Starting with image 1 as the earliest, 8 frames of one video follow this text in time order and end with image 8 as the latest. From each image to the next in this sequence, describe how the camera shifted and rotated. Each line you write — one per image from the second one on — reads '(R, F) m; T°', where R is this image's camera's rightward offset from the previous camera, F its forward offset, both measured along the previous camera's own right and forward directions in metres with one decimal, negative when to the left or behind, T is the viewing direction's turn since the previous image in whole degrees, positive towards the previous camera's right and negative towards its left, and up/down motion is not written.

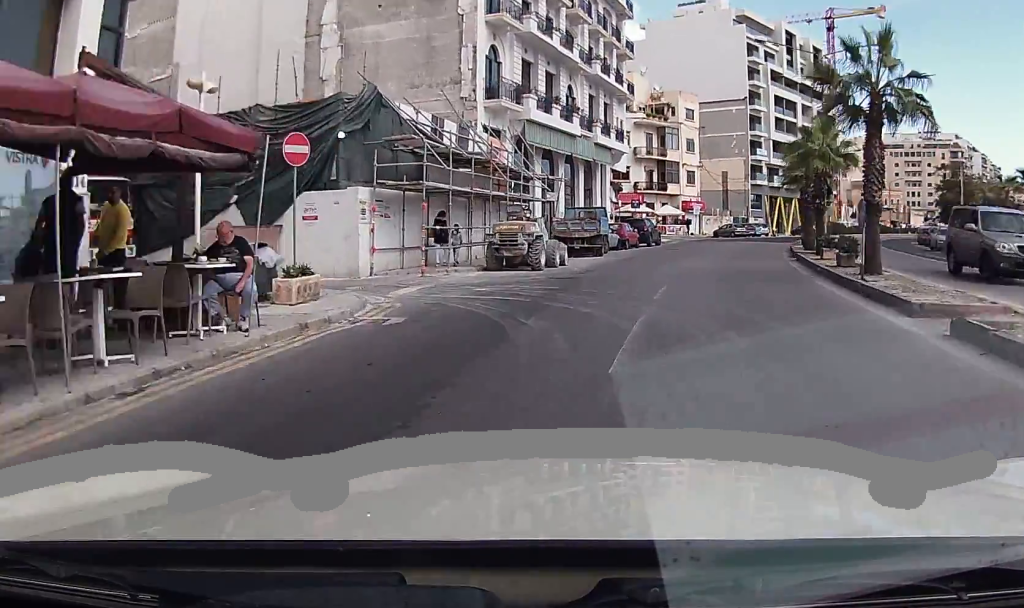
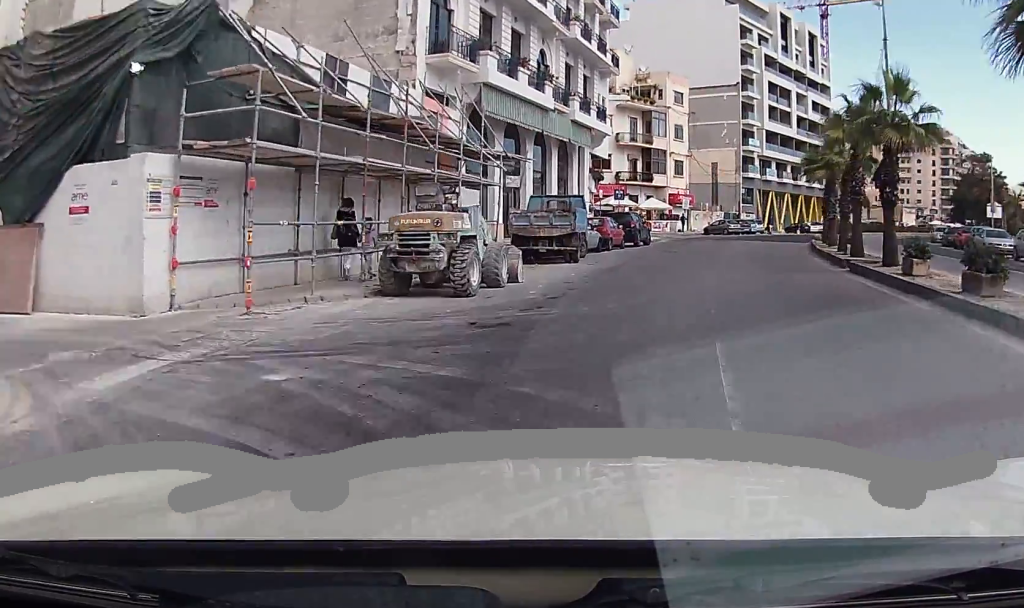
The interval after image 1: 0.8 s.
(-0.1, +8.5) m; 0°
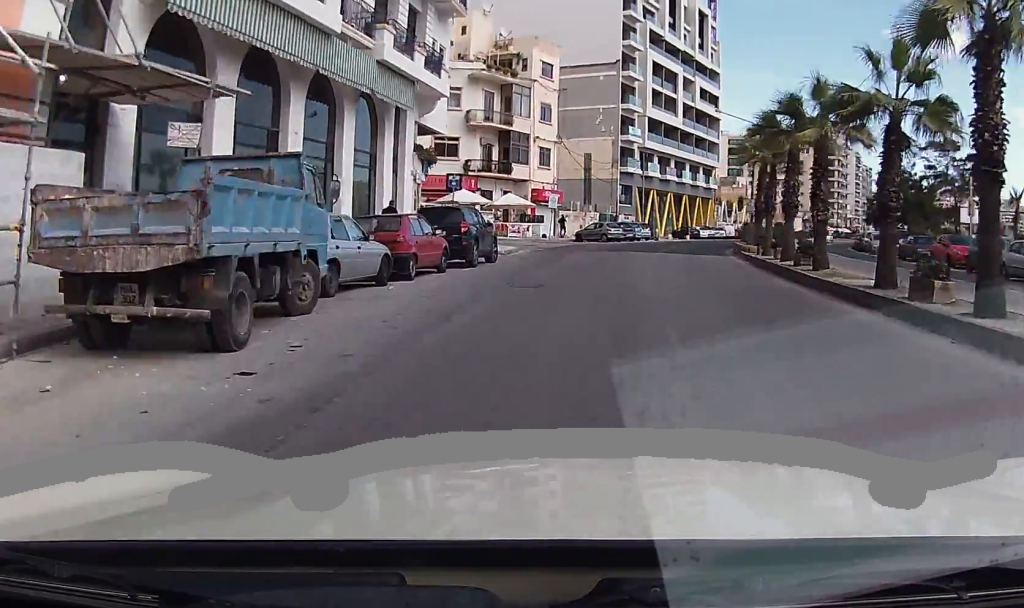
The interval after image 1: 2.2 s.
(+0.3, +15.7) m; +7°
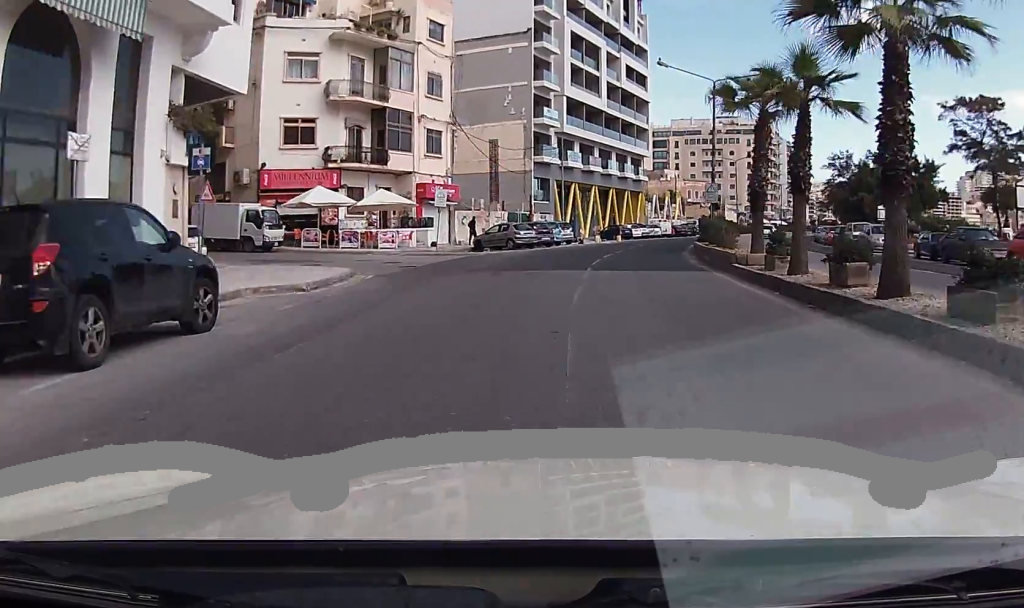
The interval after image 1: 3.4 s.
(+1.3, +12.3) m; +7°
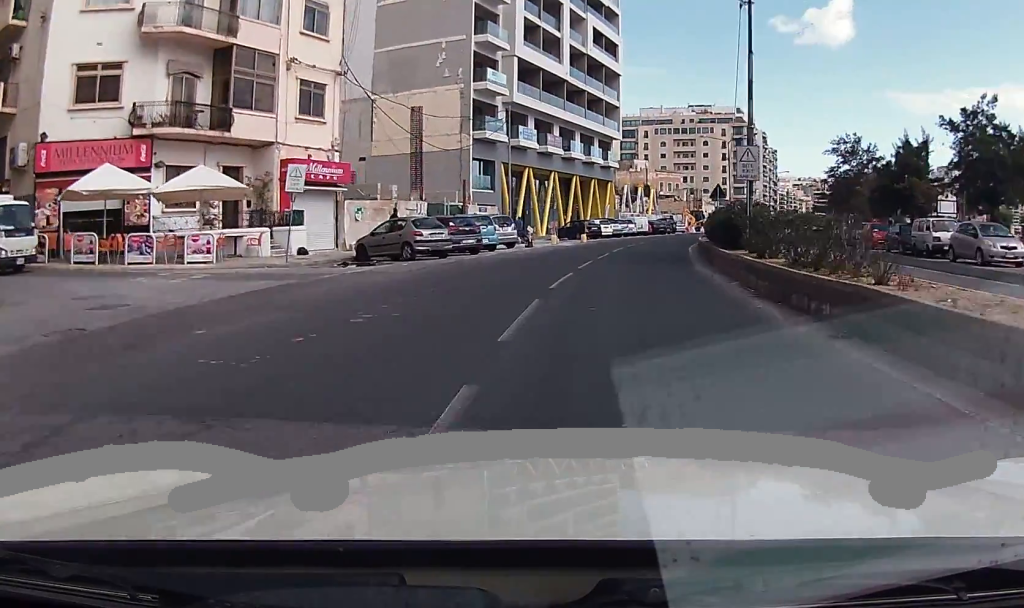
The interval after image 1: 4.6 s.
(0.0, +15.1) m; 0°
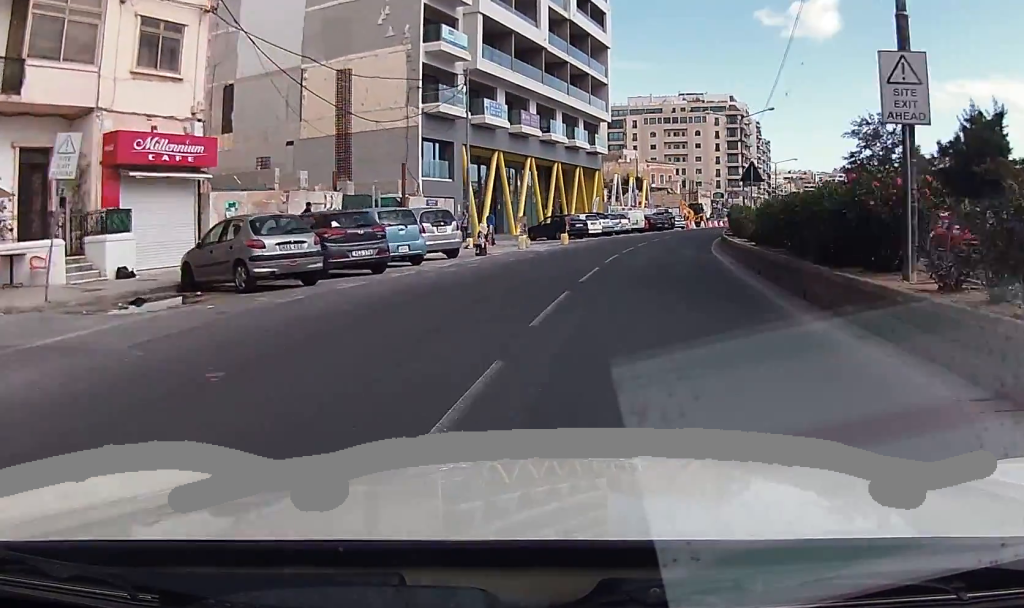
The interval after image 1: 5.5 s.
(0.0, +11.8) m; +3°
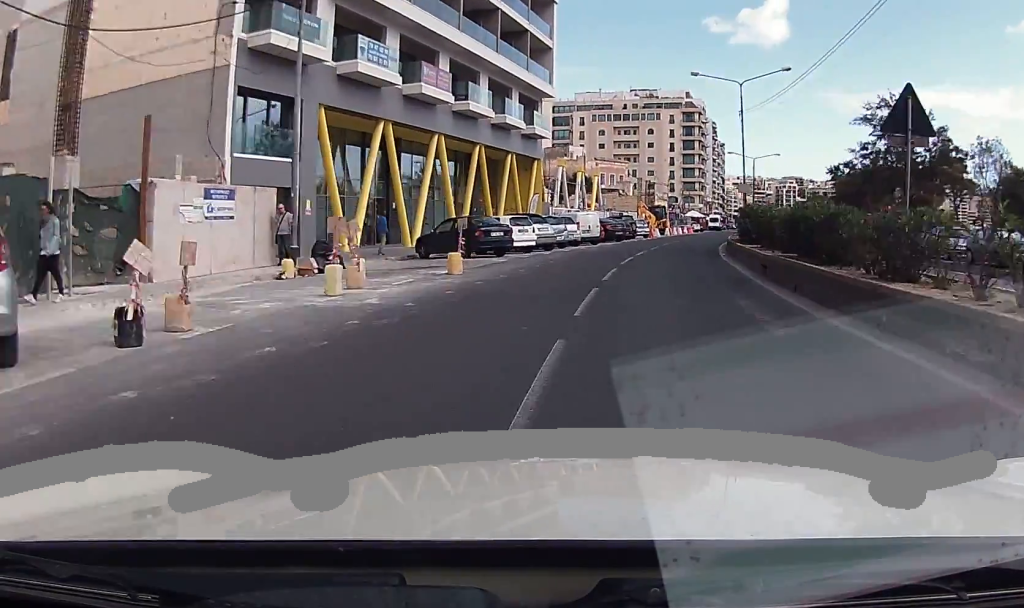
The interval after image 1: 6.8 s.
(+0.8, +17.0) m; +4°
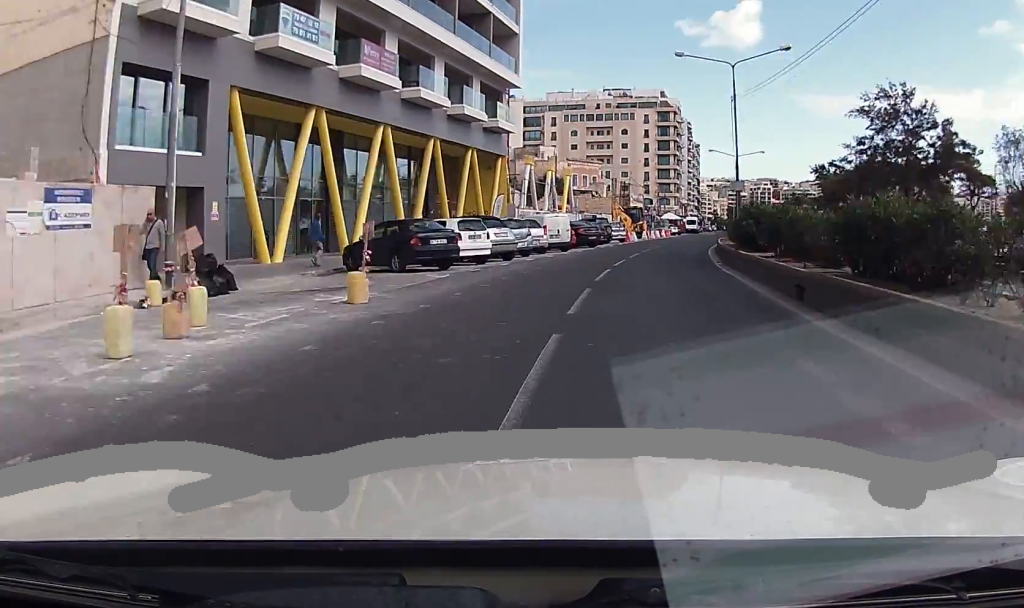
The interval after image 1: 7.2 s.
(-0.1, +5.2) m; +1°
